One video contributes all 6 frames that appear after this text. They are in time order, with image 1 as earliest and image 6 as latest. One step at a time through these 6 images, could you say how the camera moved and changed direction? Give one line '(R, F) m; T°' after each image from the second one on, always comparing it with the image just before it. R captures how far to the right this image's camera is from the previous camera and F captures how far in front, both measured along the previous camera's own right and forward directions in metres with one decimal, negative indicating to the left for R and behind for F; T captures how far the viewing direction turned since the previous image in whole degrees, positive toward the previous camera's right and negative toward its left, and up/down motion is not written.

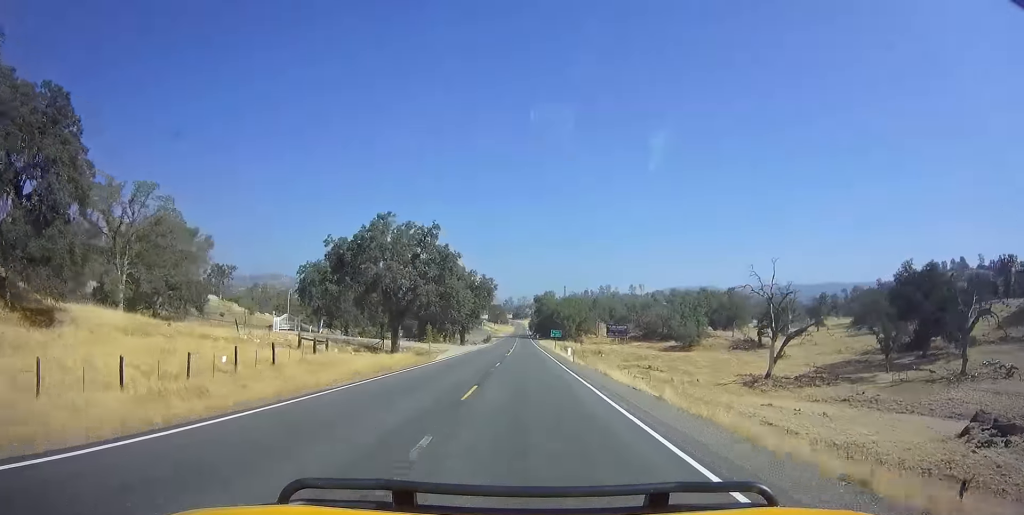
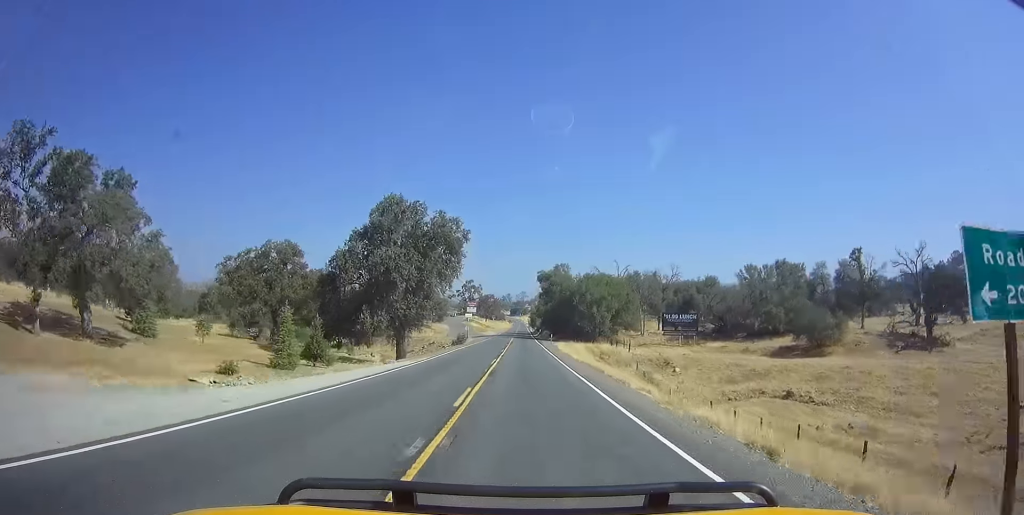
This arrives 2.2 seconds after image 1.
(-0.9, +59.5) m; -1°
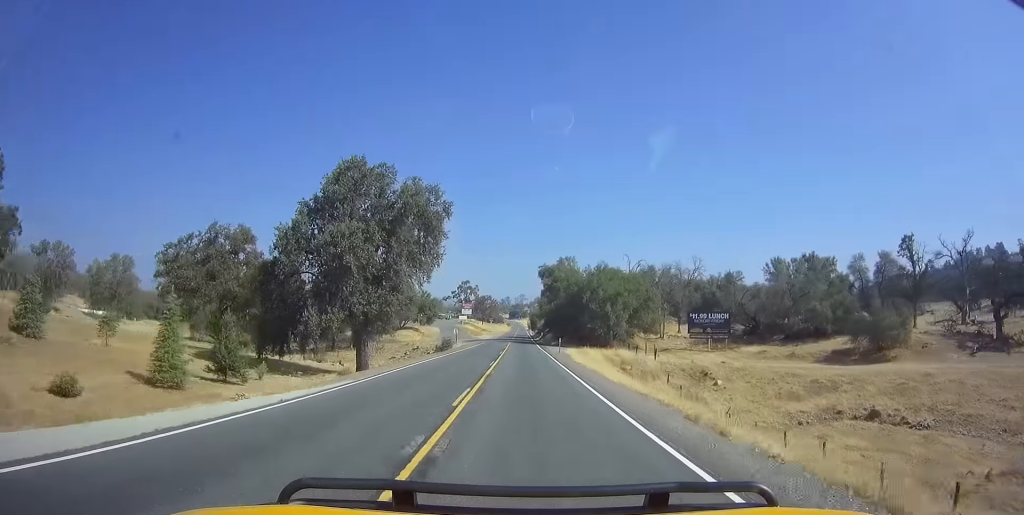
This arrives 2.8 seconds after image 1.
(0.0, +14.2) m; 0°
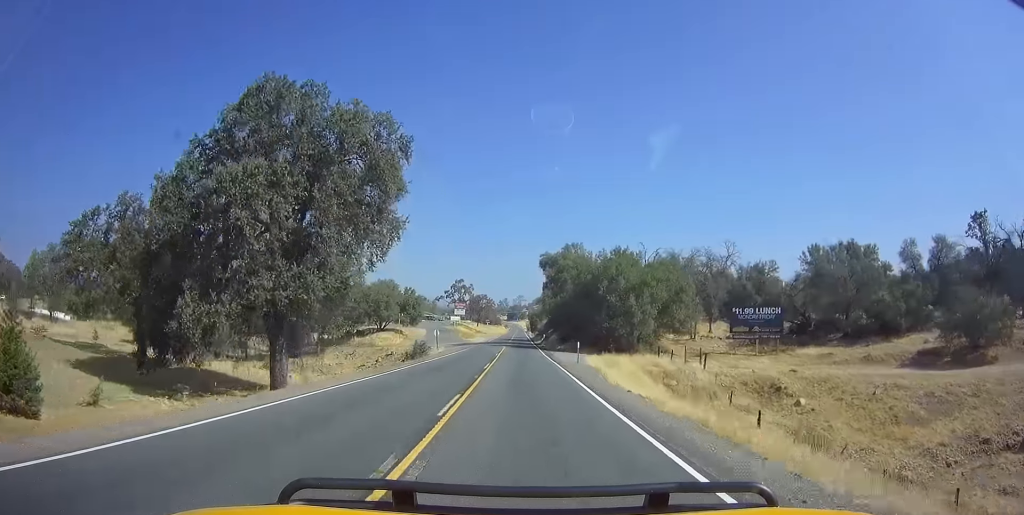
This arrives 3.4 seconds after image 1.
(-0.1, +16.0) m; +1°
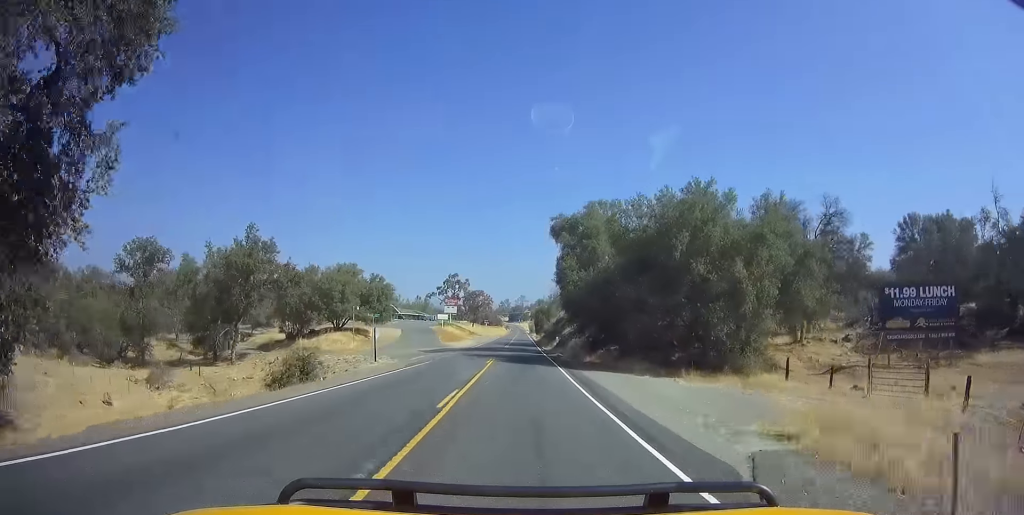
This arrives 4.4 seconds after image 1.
(+0.6, +26.6) m; 0°
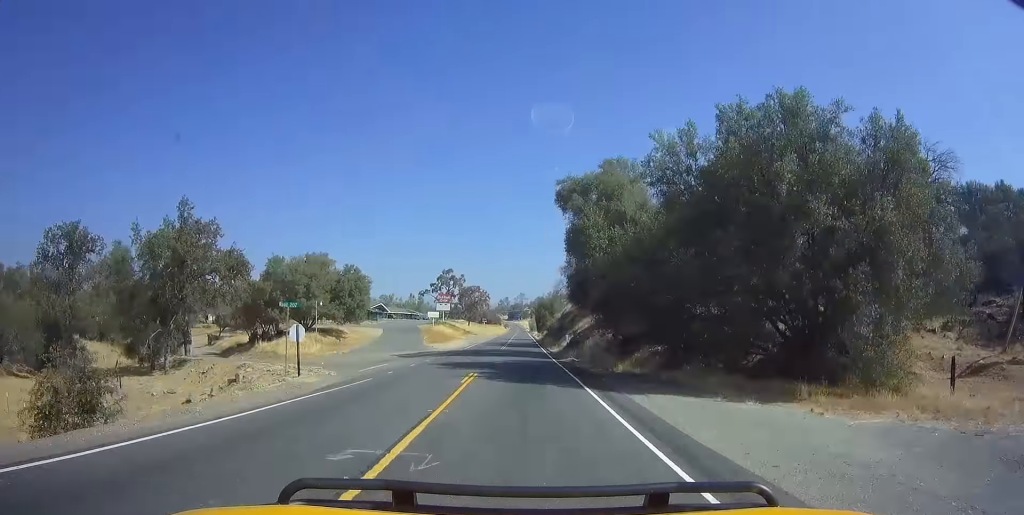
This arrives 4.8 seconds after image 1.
(0.0, +12.4) m; 0°
